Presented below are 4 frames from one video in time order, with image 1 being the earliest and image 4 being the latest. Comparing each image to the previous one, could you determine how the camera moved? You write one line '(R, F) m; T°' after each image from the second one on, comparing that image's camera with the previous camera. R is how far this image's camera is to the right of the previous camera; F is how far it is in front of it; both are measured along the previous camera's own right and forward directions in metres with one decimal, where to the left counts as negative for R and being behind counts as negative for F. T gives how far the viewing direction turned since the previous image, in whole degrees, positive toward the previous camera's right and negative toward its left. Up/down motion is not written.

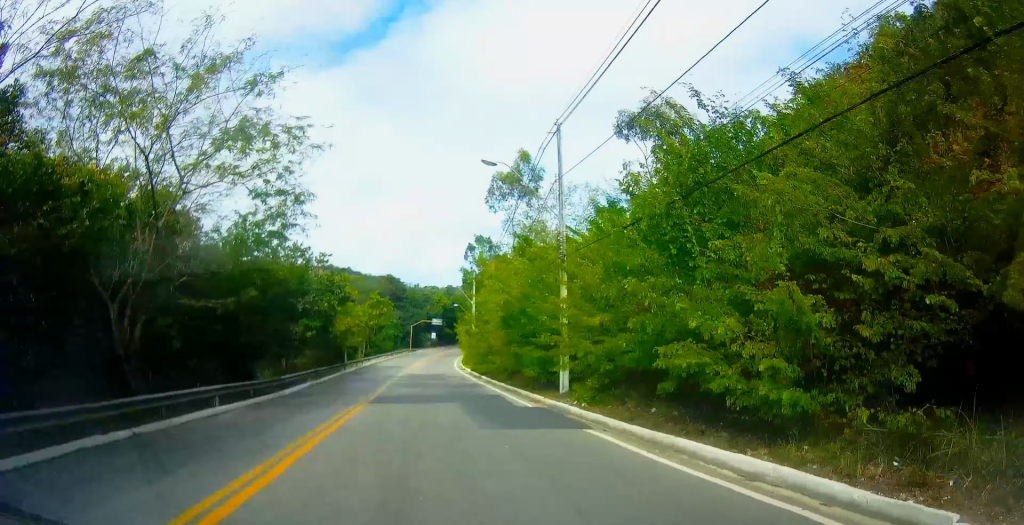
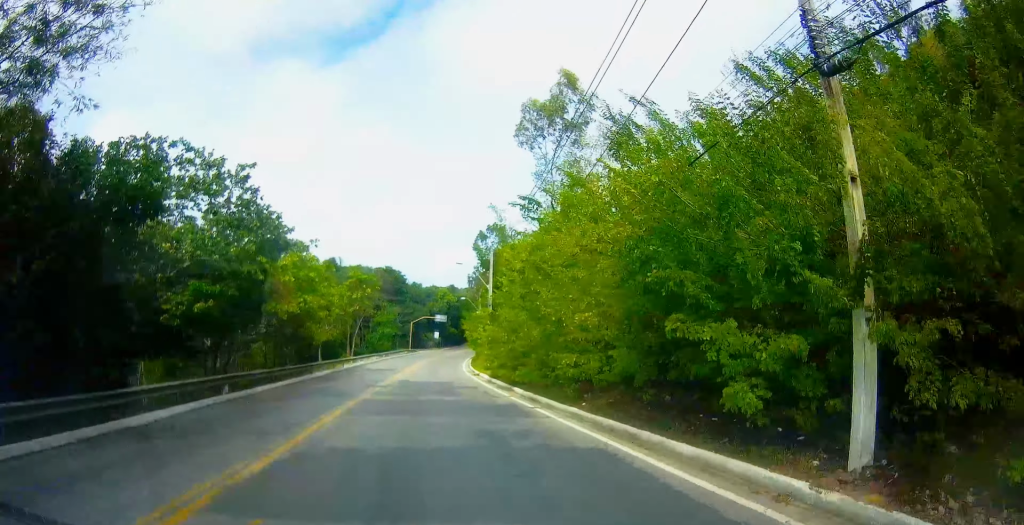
(+0.2, +14.5) m; +1°
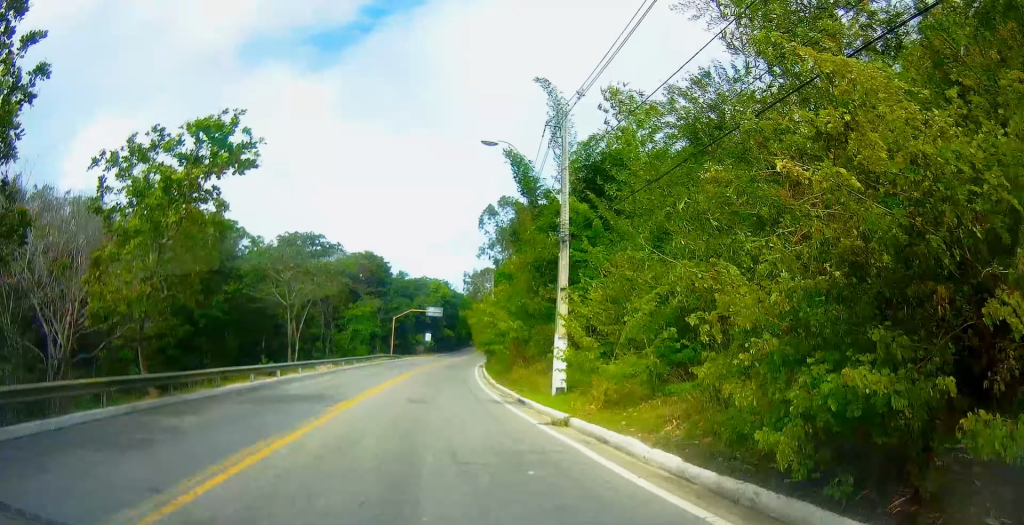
(+0.1, +27.9) m; 0°
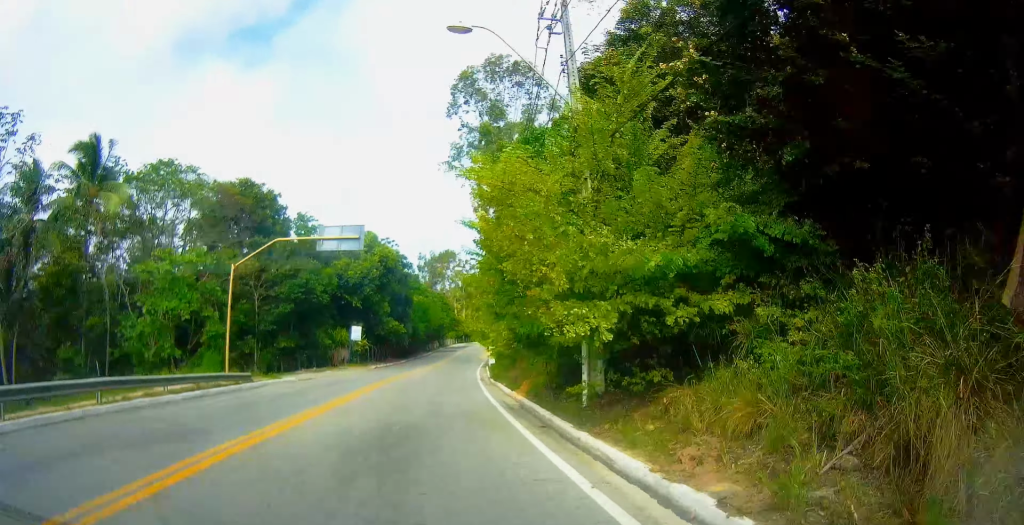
(+1.0, +47.6) m; +6°
